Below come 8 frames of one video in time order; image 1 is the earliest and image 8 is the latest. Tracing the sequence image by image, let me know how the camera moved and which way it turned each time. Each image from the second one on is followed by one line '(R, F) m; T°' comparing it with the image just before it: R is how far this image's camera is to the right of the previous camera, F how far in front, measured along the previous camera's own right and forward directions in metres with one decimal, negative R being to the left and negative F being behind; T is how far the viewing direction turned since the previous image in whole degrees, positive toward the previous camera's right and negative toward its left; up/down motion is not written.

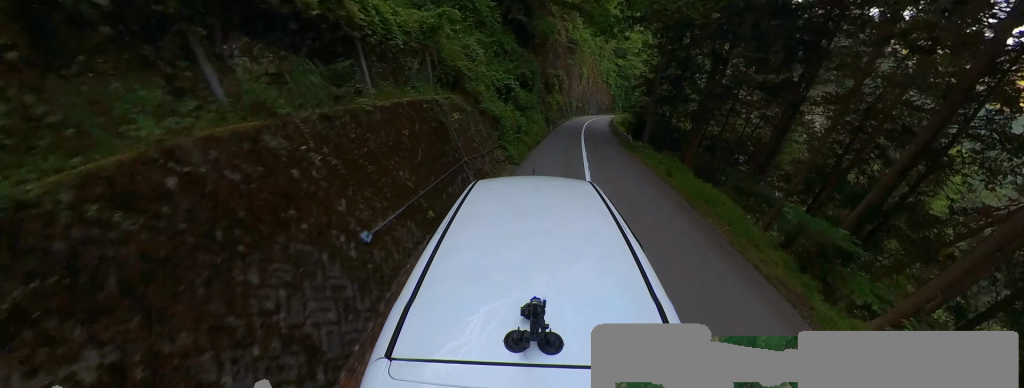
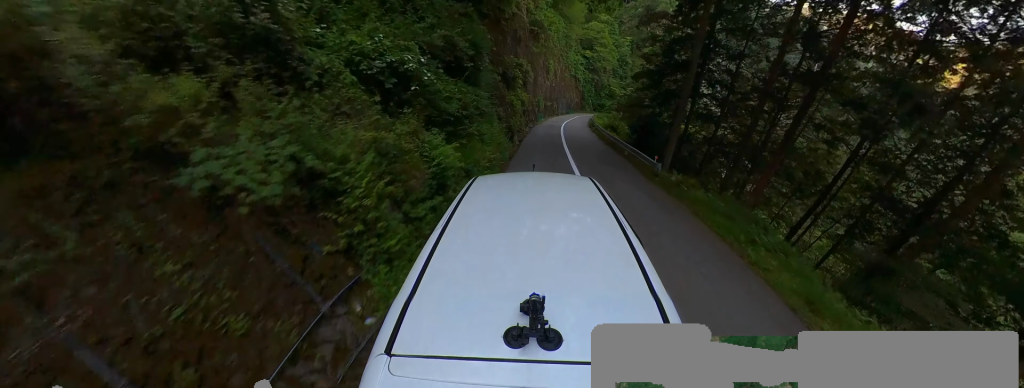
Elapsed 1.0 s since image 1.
(+0.4, +8.7) m; +2°
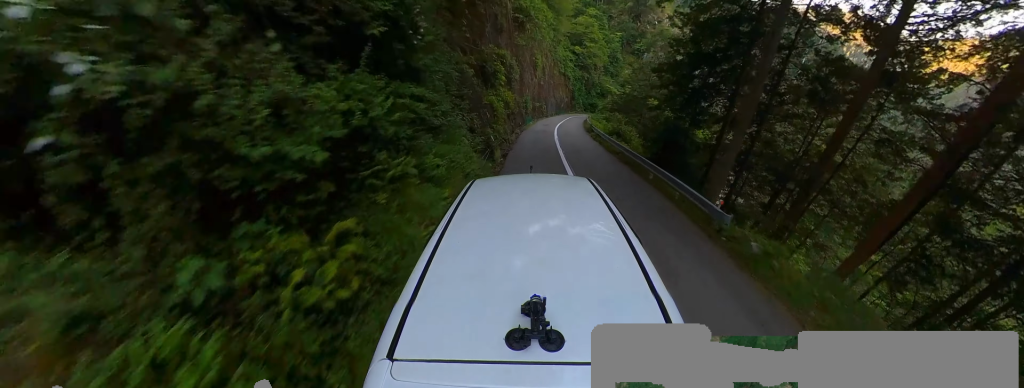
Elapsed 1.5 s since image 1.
(+0.3, +4.5) m; +1°
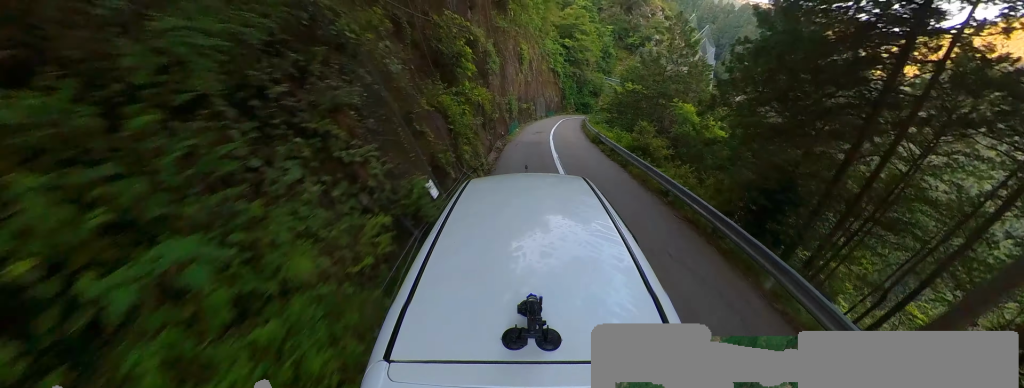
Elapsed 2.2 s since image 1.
(-0.6, +6.5) m; +9°
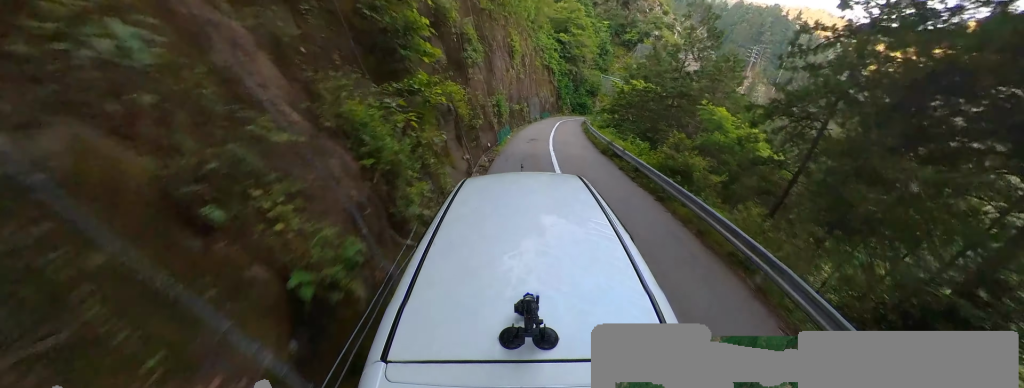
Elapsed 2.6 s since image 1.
(+0.1, +3.9) m; +5°
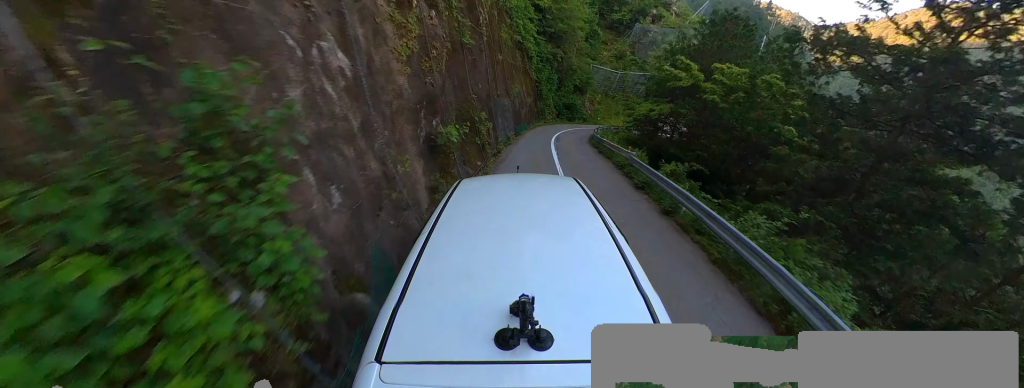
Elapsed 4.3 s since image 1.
(+2.2, +15.5) m; +5°
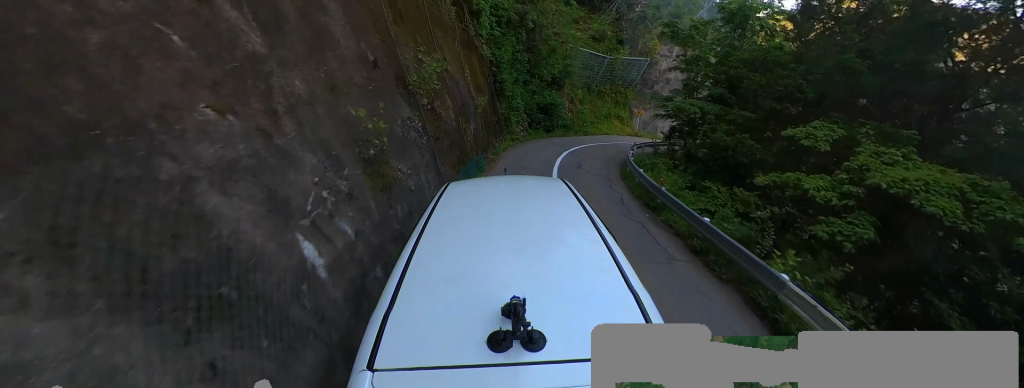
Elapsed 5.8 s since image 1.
(+1.0, +13.0) m; +7°
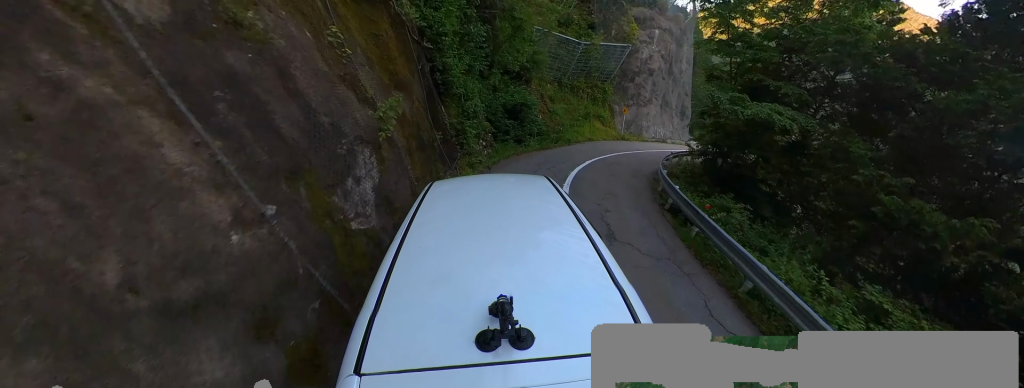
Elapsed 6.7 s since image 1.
(+0.2, +7.4) m; +6°
